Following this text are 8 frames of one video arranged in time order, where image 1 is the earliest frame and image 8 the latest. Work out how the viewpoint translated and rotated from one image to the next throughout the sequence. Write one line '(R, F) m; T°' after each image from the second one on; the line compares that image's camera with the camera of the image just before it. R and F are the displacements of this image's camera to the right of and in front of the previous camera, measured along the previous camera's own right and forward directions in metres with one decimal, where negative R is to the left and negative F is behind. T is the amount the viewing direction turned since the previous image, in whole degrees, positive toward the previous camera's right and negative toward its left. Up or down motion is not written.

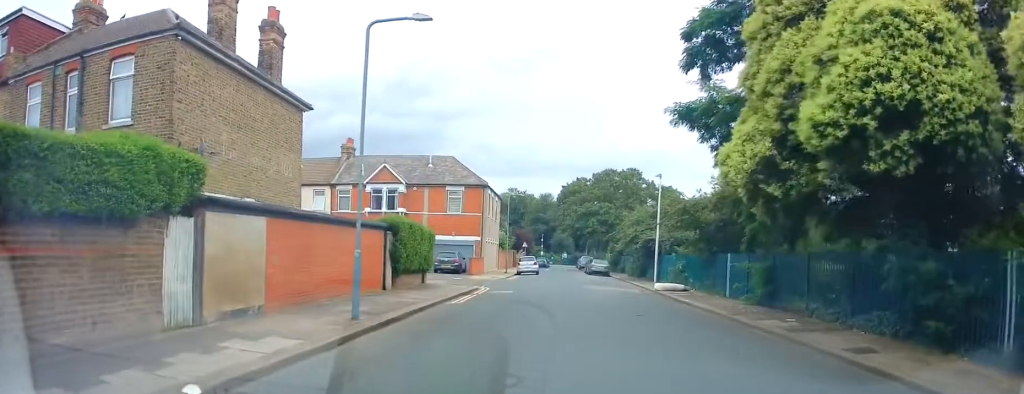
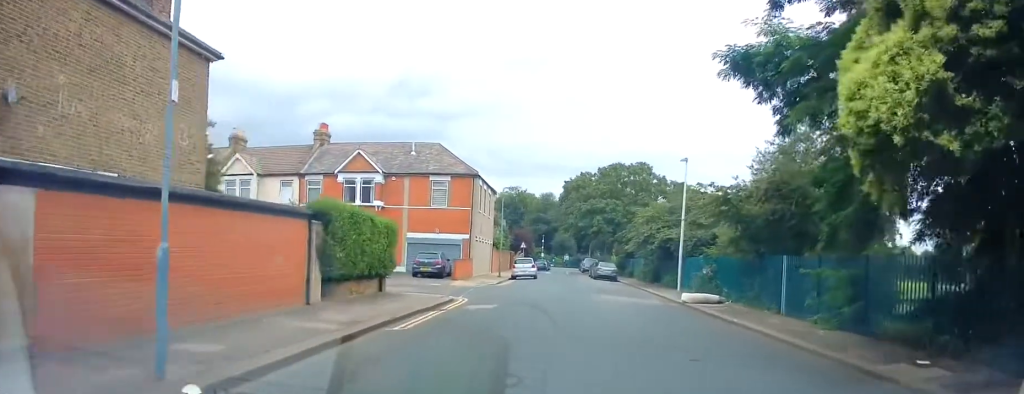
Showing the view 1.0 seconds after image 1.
(0.0, +6.3) m; +2°
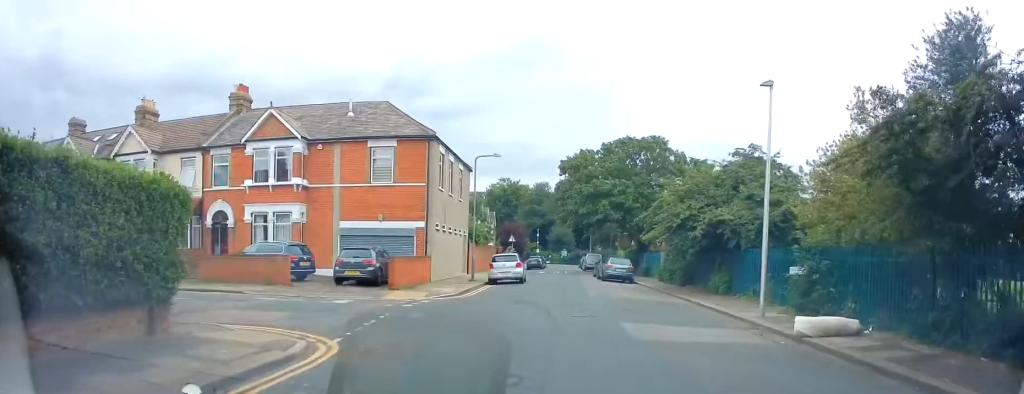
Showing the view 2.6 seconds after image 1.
(+0.2, +11.3) m; -3°
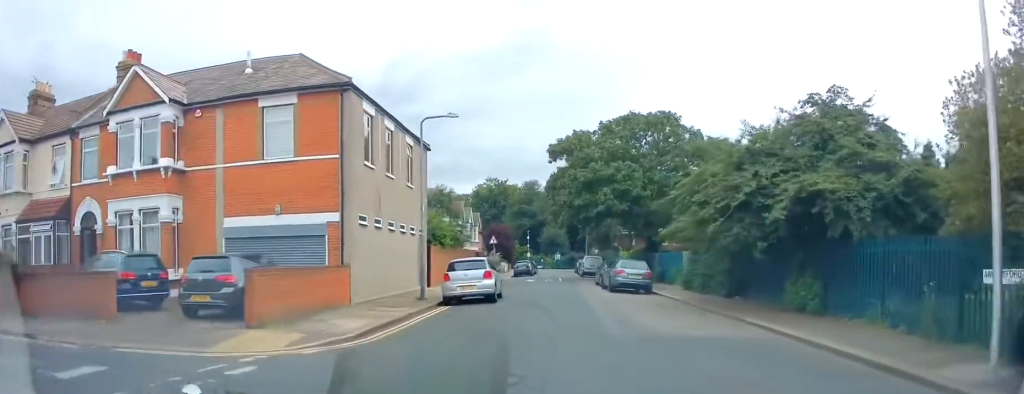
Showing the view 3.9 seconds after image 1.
(-0.3, +9.4) m; +1°
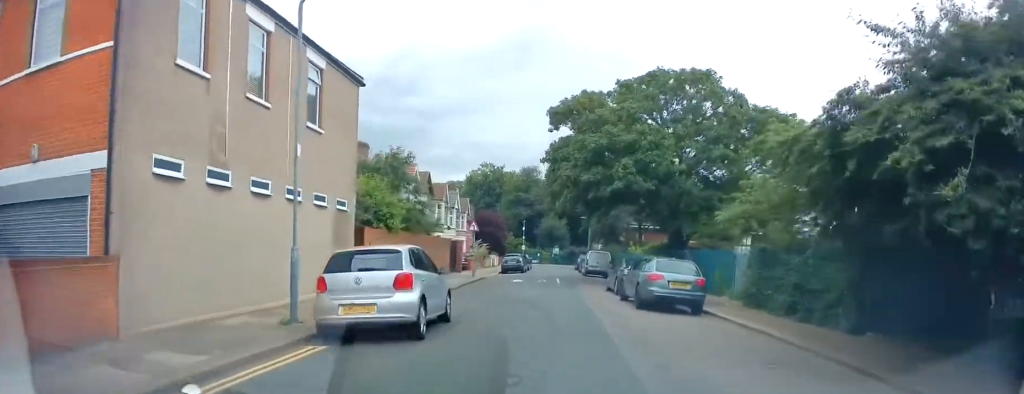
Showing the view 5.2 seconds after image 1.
(+0.4, +9.6) m; +3°
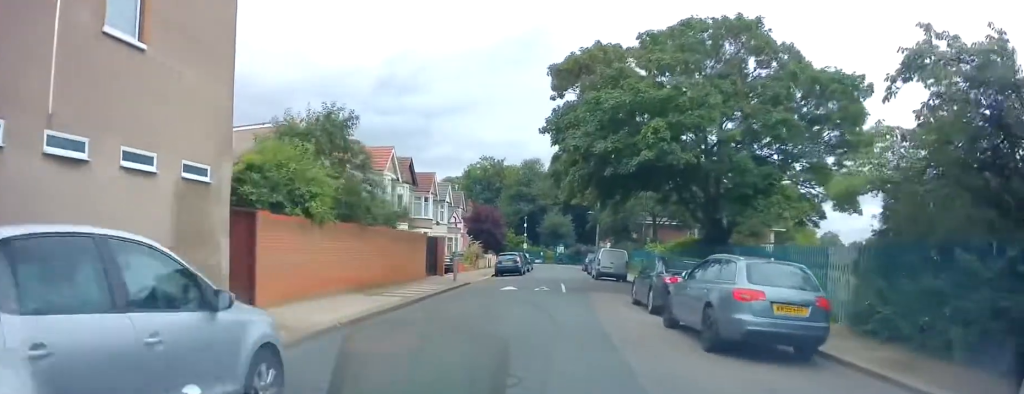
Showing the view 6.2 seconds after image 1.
(0.0, +7.2) m; -3°
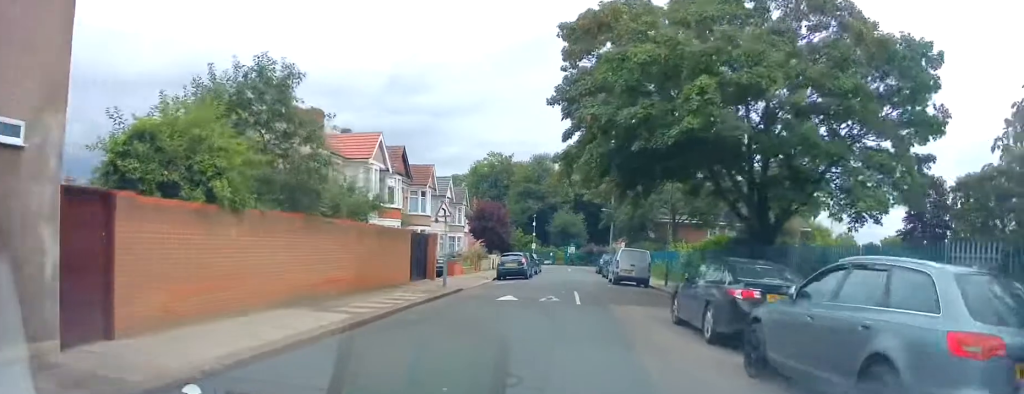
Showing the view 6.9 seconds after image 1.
(-0.1, +4.5) m; -1°
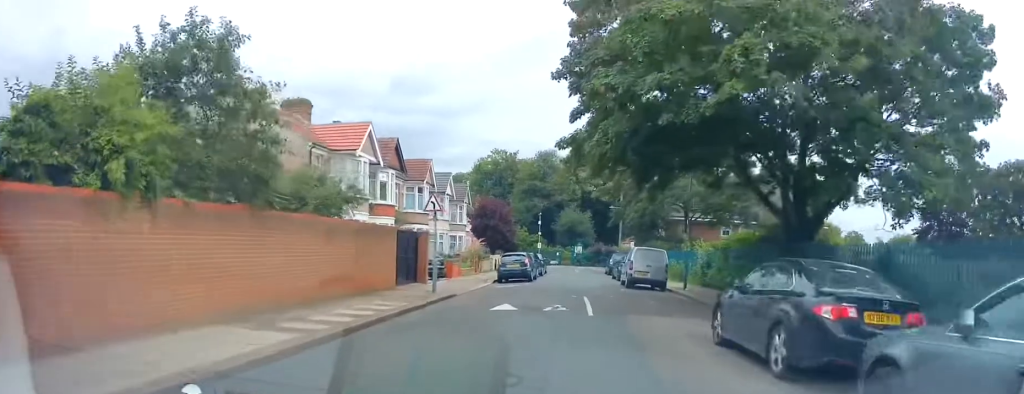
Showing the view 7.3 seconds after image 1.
(-0.2, +2.8) m; 0°
